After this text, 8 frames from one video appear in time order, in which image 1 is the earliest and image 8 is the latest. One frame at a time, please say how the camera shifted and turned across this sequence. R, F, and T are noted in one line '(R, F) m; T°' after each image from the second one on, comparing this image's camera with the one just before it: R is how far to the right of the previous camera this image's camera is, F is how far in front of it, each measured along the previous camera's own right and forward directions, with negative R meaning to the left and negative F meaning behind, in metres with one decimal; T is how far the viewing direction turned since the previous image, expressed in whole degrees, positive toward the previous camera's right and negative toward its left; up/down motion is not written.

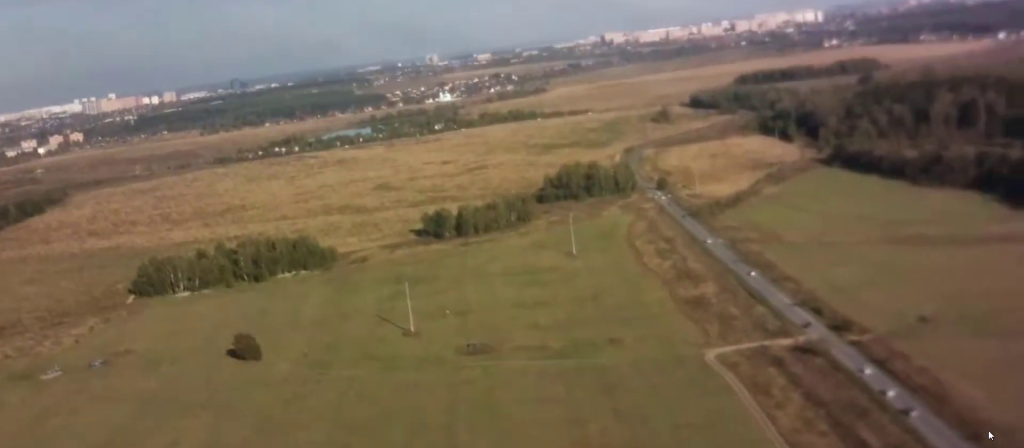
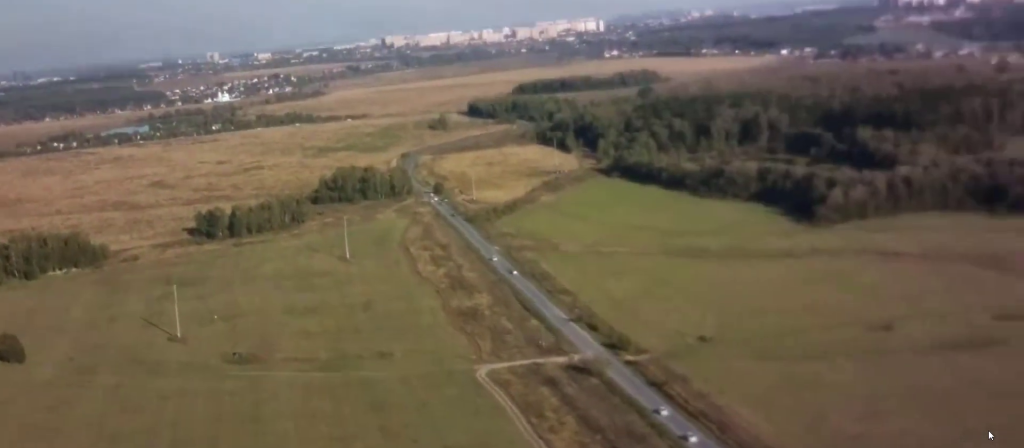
(+1.1, +14.6) m; +9°
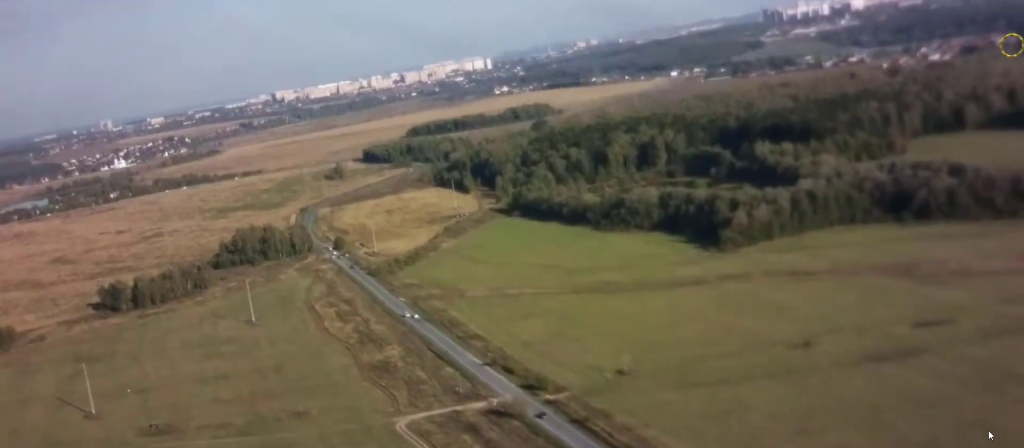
(+0.4, +8.8) m; +5°
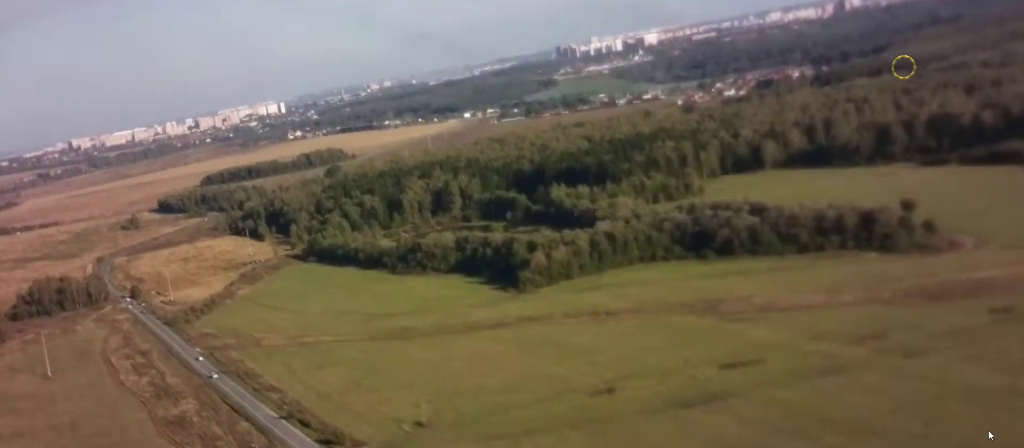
(+0.6, +13.0) m; +6°
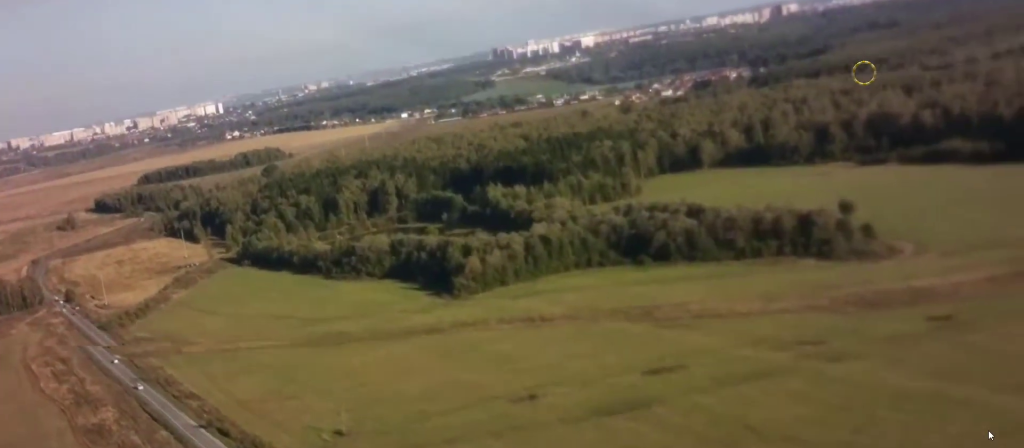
(+0.1, +5.5) m; +4°
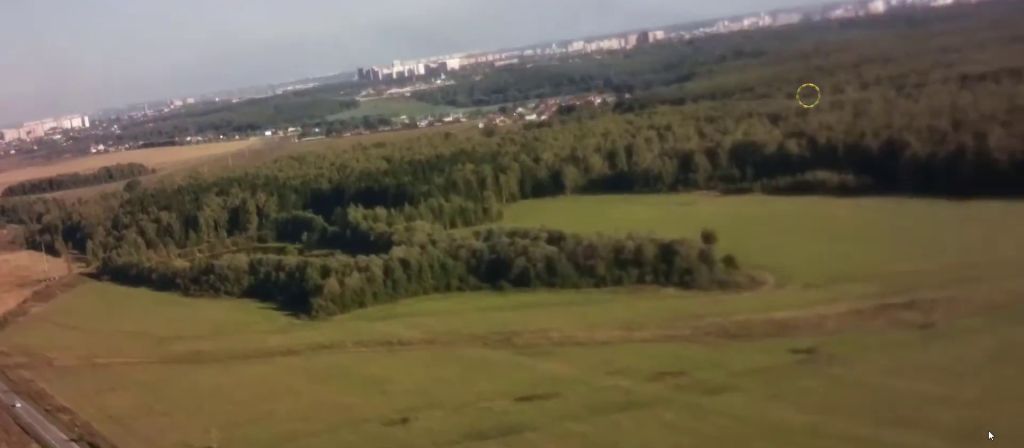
(+0.2, +6.7) m; +4°
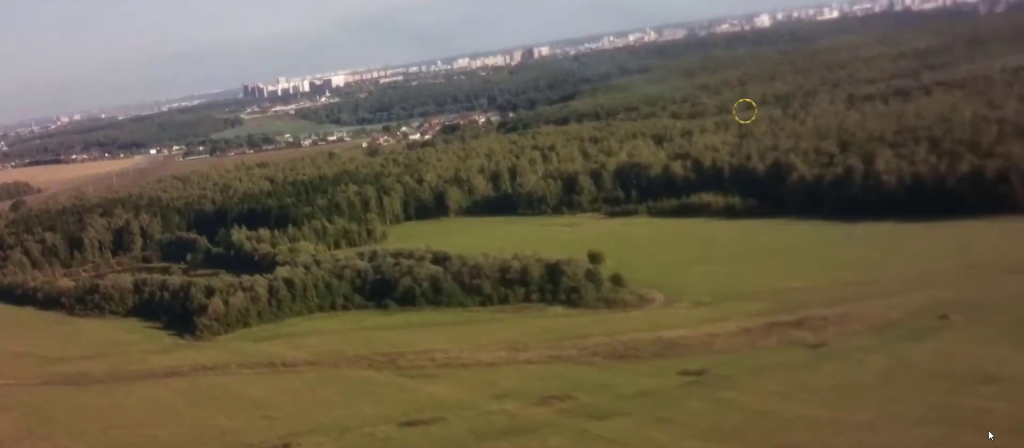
(+0.6, +8.3) m; +5°
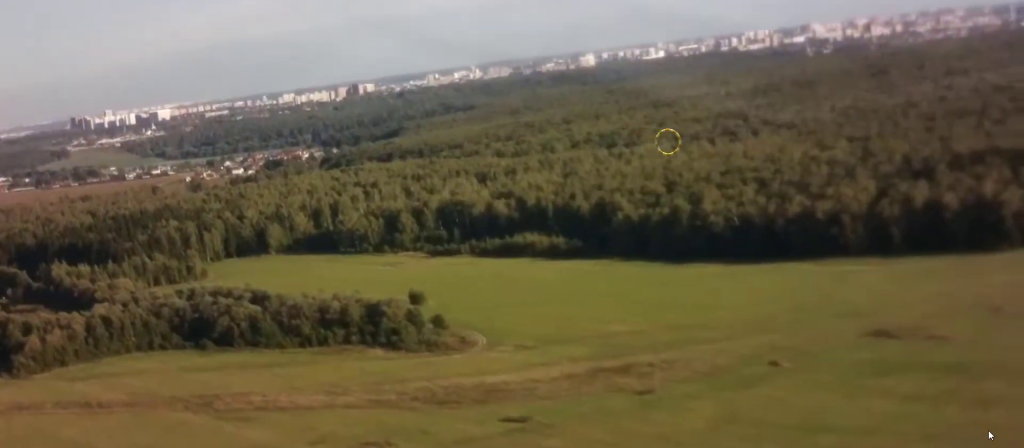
(+0.6, +14.4) m; +8°
